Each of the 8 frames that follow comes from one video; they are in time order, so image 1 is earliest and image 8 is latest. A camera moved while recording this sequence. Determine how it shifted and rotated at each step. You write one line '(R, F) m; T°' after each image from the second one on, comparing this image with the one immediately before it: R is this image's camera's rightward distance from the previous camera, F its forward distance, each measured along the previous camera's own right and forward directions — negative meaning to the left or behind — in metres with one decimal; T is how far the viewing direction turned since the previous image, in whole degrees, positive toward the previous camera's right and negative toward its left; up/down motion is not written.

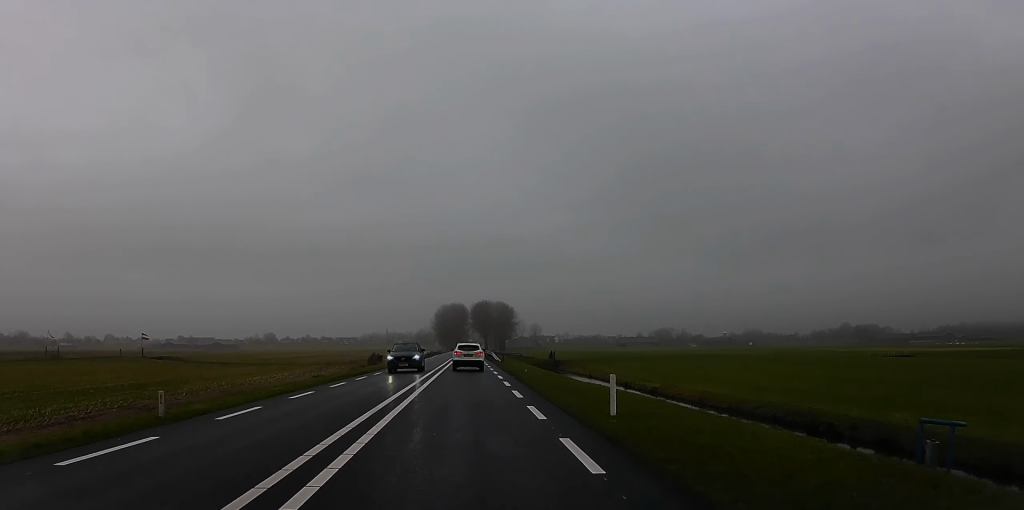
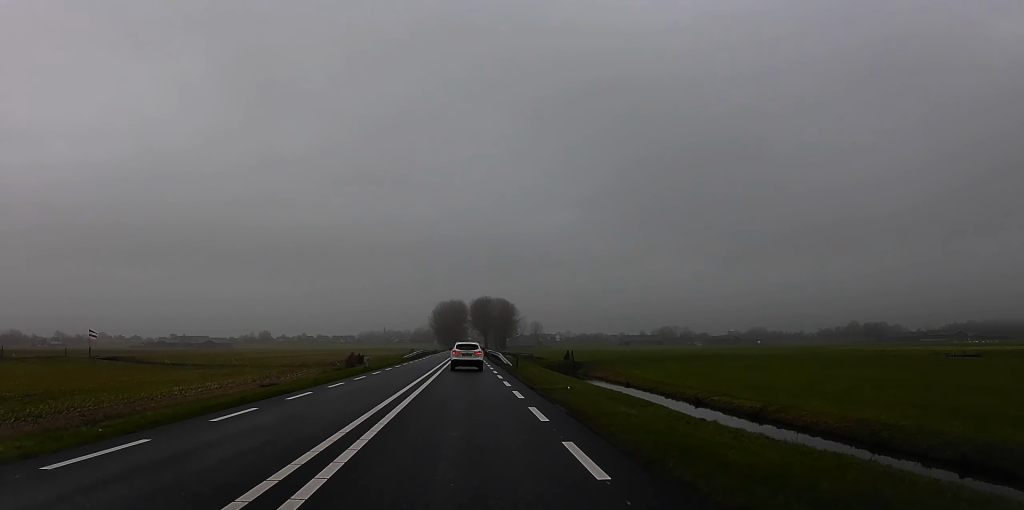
(+0.2, +18.1) m; 0°
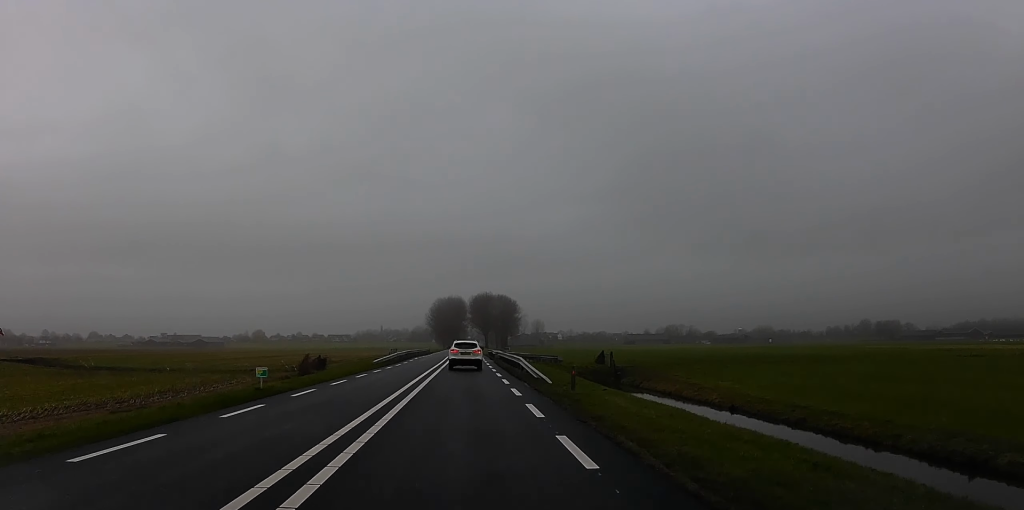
(0.0, +23.5) m; 0°
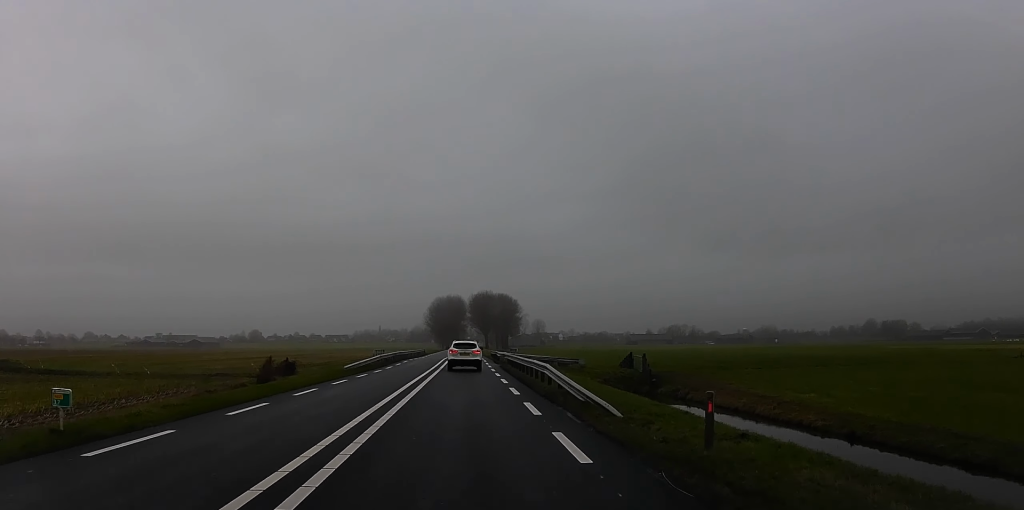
(0.0, +11.7) m; 0°
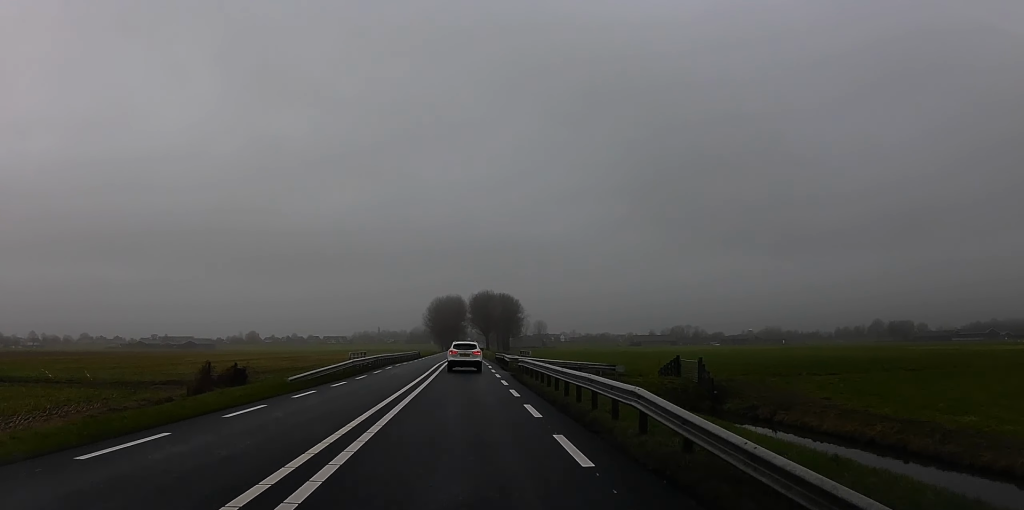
(0.0, +12.3) m; 0°
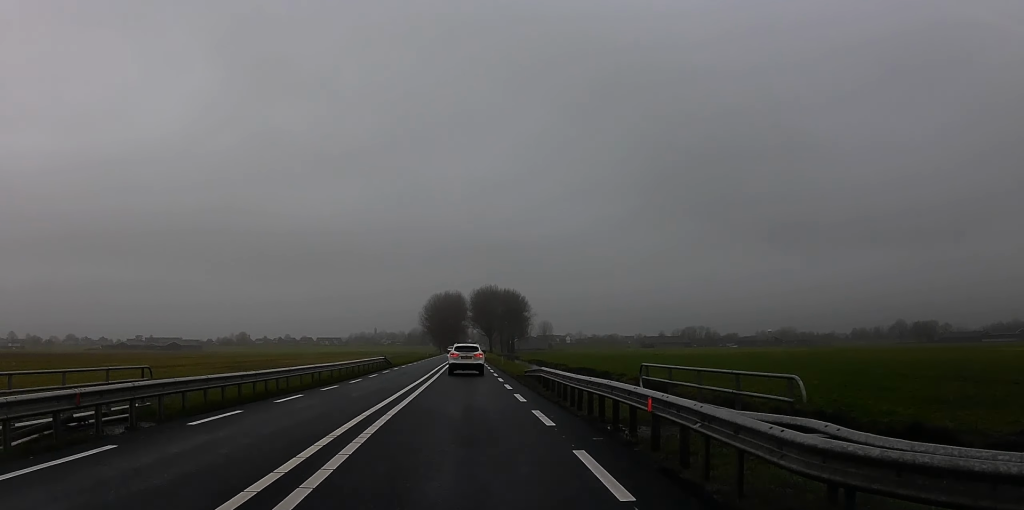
(+0.1, +37.0) m; 0°
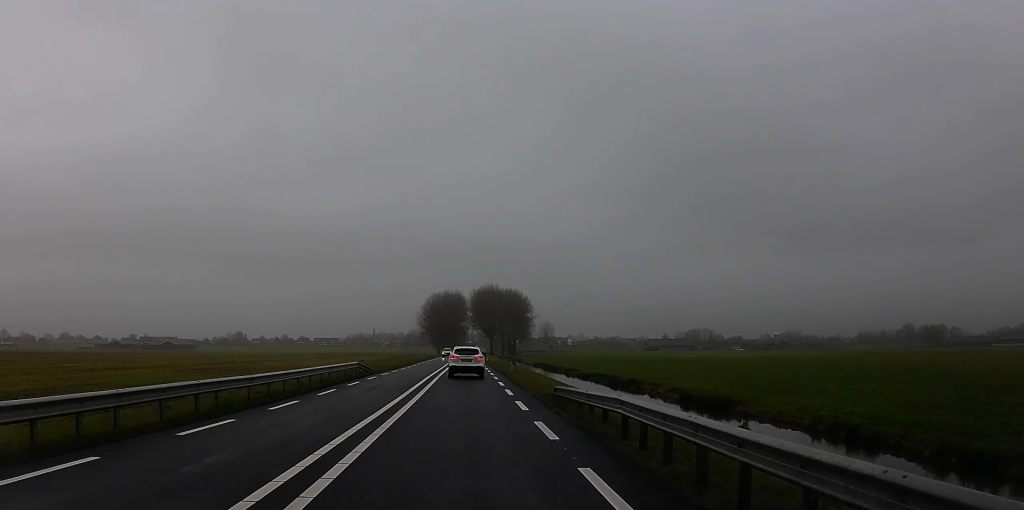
(-0.1, +12.6) m; -1°
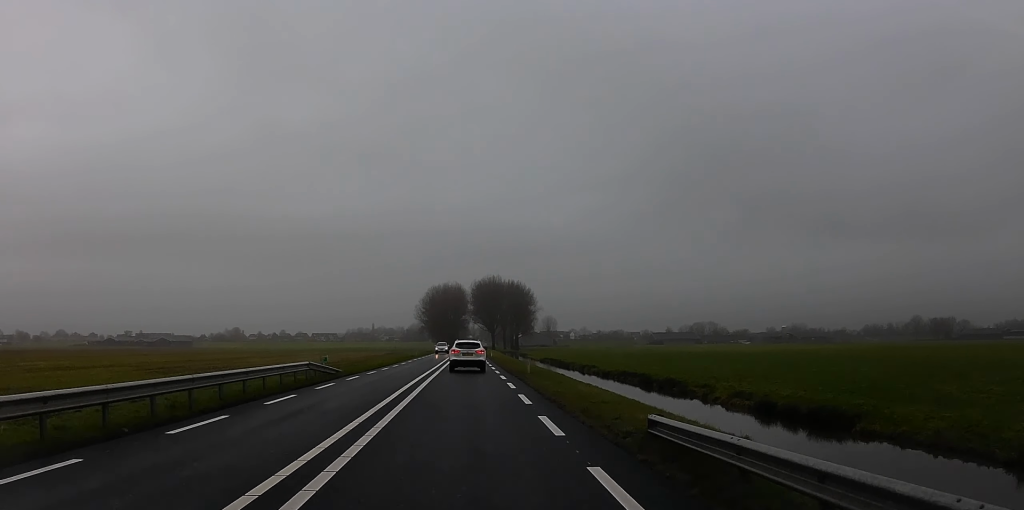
(-0.2, +11.8) m; -1°
